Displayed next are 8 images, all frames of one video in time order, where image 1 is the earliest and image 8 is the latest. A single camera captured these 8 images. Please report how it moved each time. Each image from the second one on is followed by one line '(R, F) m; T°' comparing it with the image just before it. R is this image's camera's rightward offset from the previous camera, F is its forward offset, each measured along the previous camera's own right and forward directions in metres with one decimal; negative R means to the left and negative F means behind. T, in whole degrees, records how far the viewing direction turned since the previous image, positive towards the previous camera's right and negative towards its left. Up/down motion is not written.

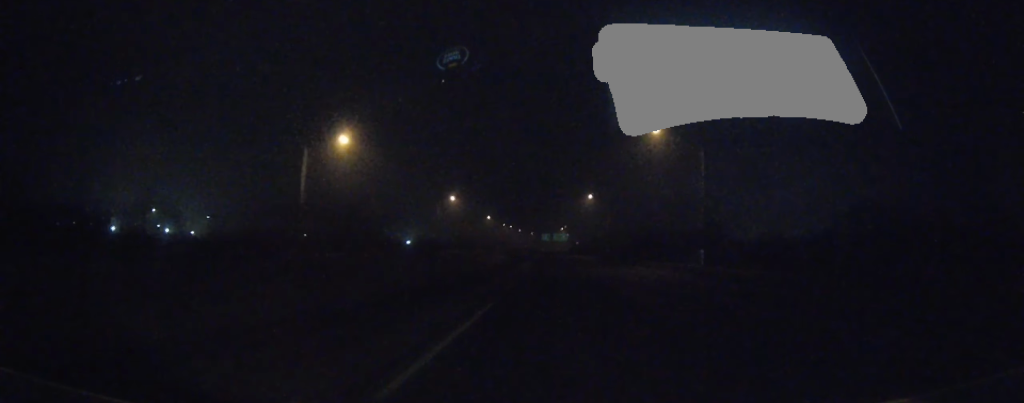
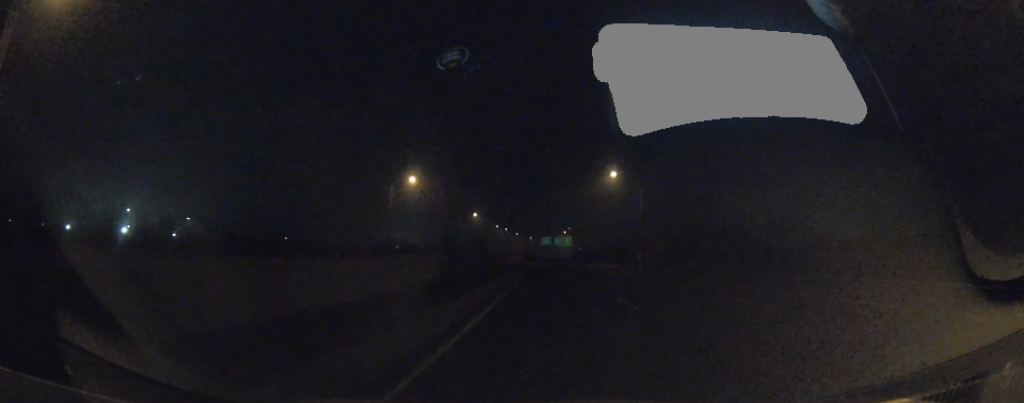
(0.0, +48.4) m; -1°
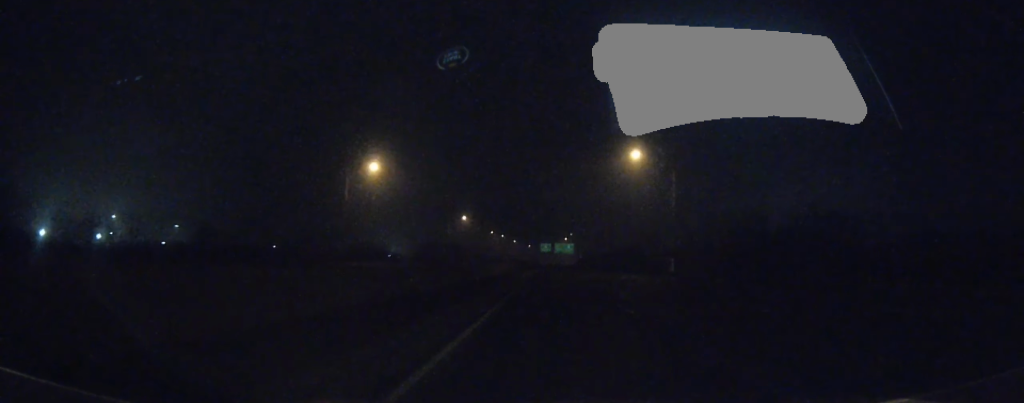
(-0.1, +24.8) m; 0°
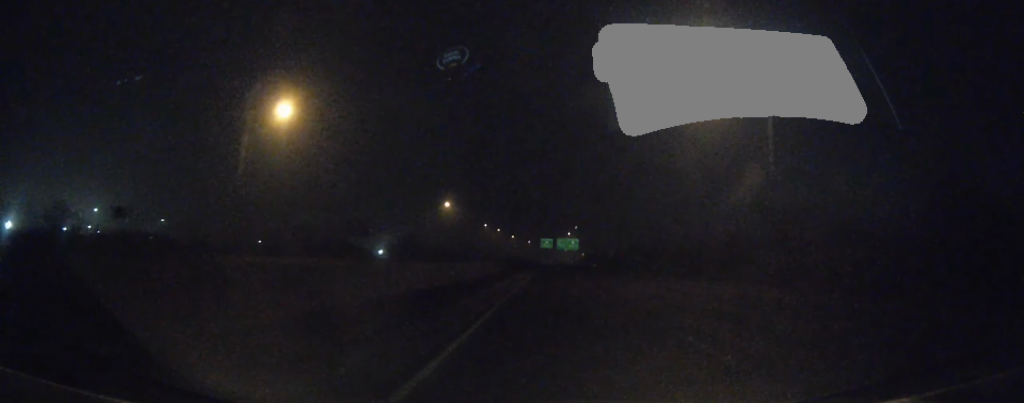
(0.0, +31.3) m; 0°
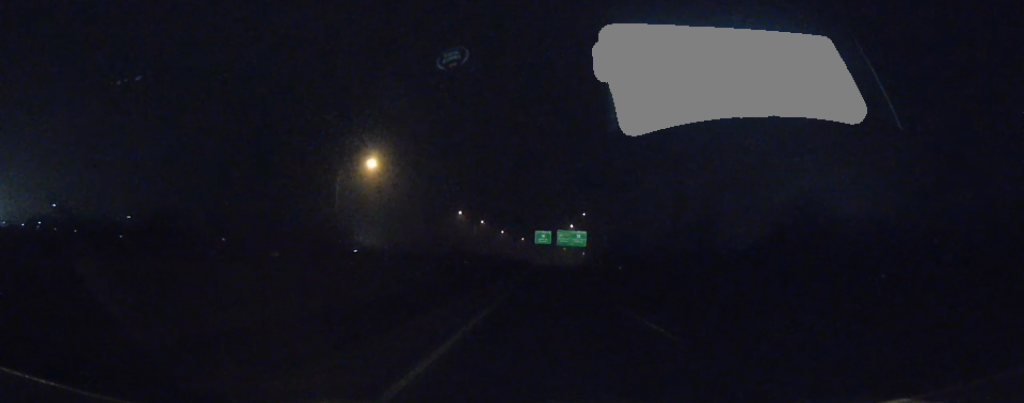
(+0.8, +59.6) m; 0°
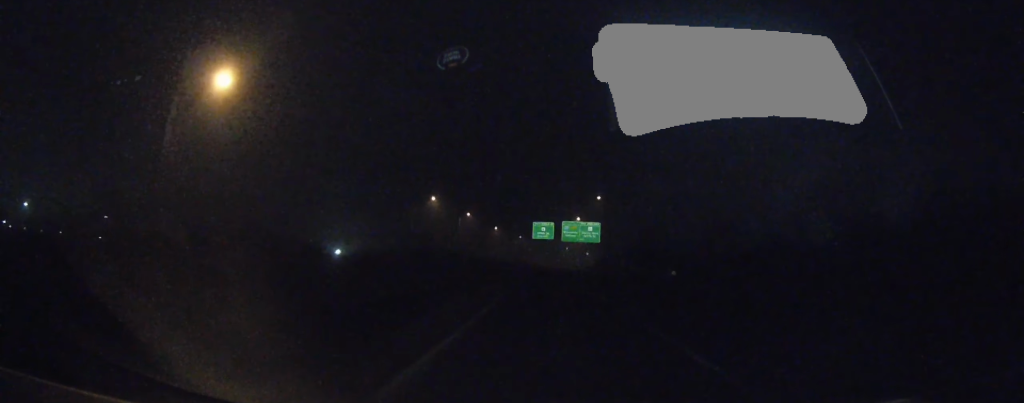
(-0.7, +41.2) m; 0°
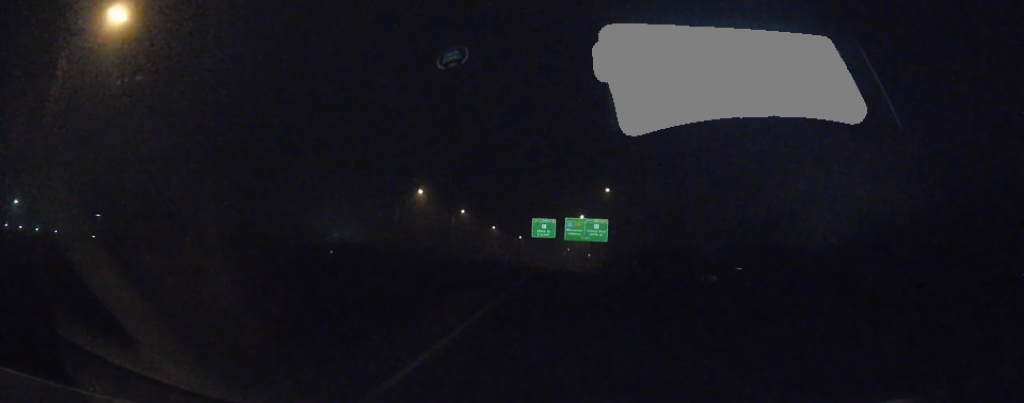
(-0.1, +14.0) m; +1°
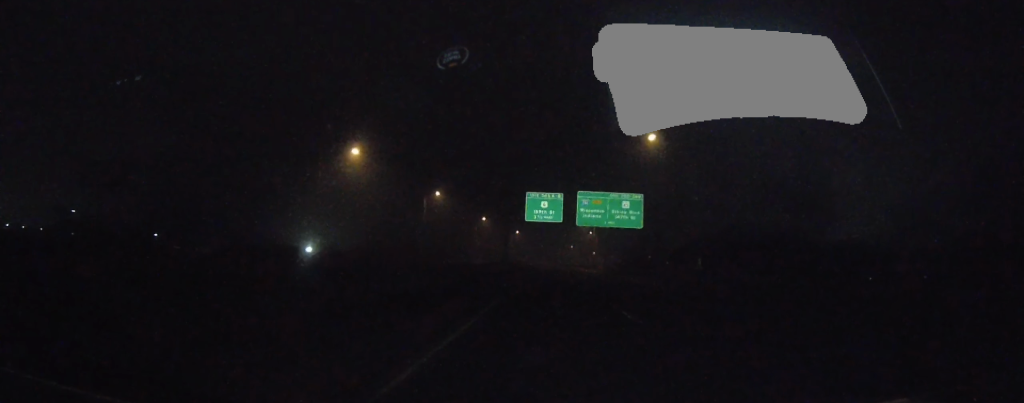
(+0.6, +39.5) m; 0°
